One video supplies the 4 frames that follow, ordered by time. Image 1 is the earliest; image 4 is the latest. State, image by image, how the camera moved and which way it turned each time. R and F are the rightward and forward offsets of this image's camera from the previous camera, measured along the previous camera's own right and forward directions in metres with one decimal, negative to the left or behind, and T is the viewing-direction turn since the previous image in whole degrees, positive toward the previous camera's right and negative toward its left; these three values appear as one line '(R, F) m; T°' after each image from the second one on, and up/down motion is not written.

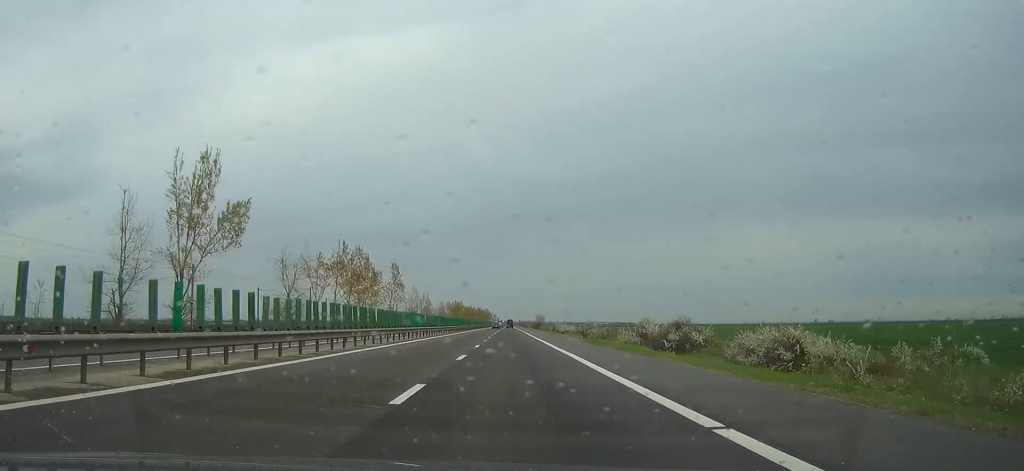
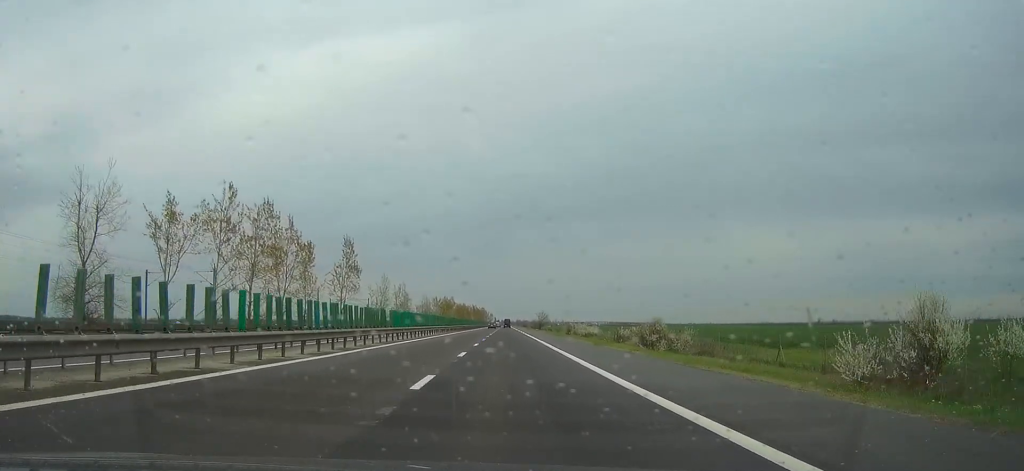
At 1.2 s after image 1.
(+0.2, +45.6) m; 0°
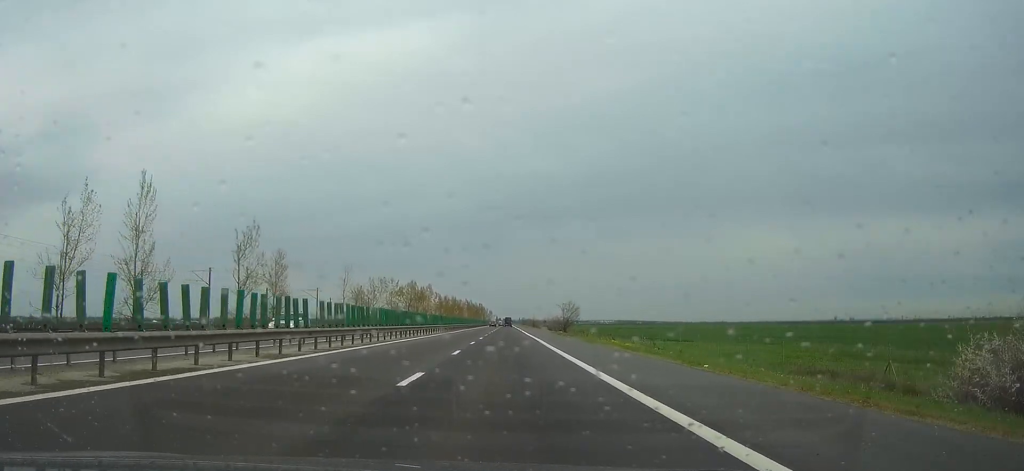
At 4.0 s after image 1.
(+0.2, +107.2) m; 0°
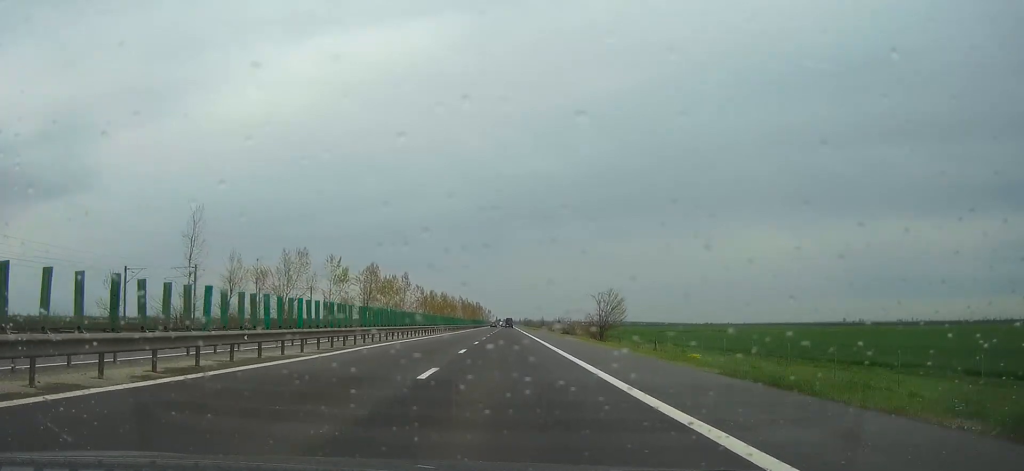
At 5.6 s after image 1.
(0.0, +61.8) m; 0°
